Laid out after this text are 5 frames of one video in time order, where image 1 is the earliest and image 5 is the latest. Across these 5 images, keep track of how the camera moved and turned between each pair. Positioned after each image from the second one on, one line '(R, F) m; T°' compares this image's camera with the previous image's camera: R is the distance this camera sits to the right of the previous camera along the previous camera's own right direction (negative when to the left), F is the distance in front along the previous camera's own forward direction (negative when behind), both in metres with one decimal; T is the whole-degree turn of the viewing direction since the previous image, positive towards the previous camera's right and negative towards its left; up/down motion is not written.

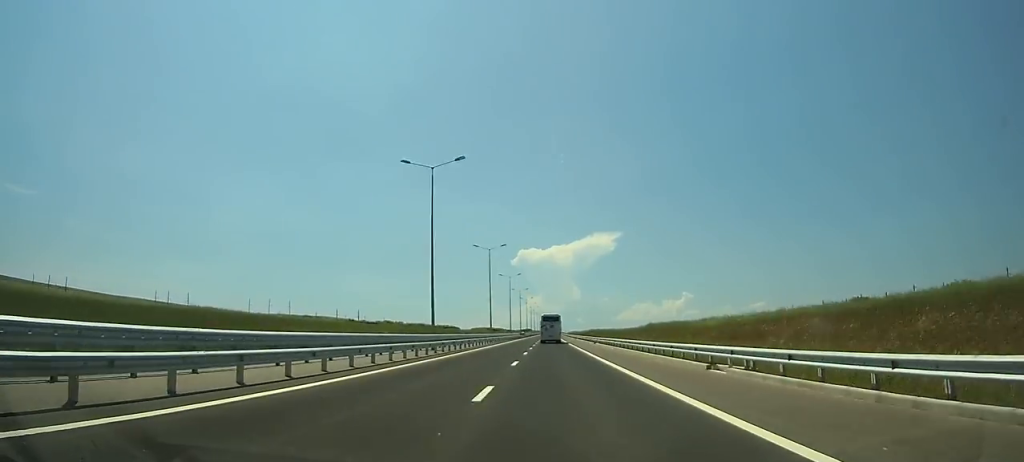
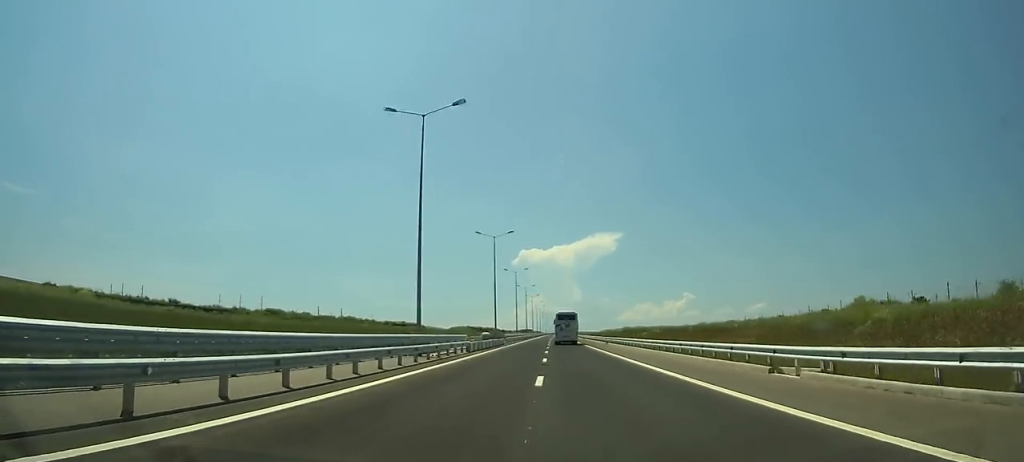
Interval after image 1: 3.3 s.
(0.0, +92.8) m; +1°
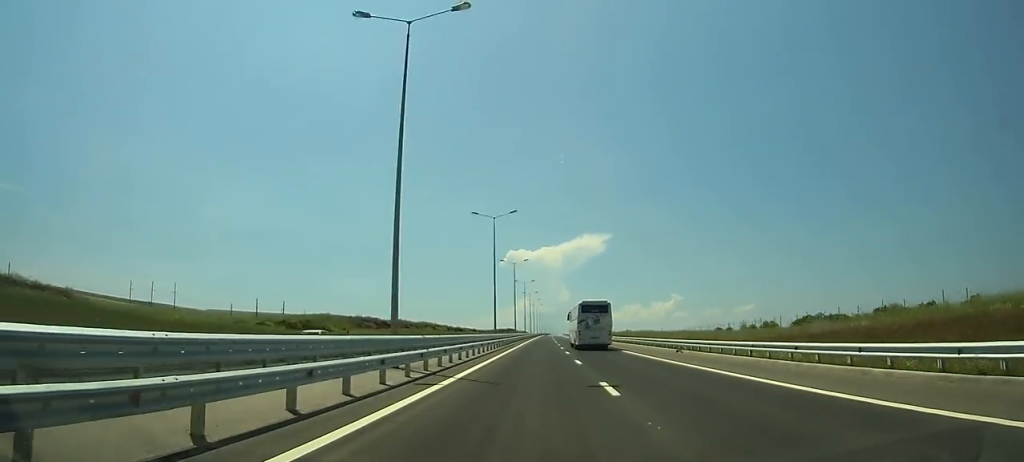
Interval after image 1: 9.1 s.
(+2.1, +170.6) m; +1°
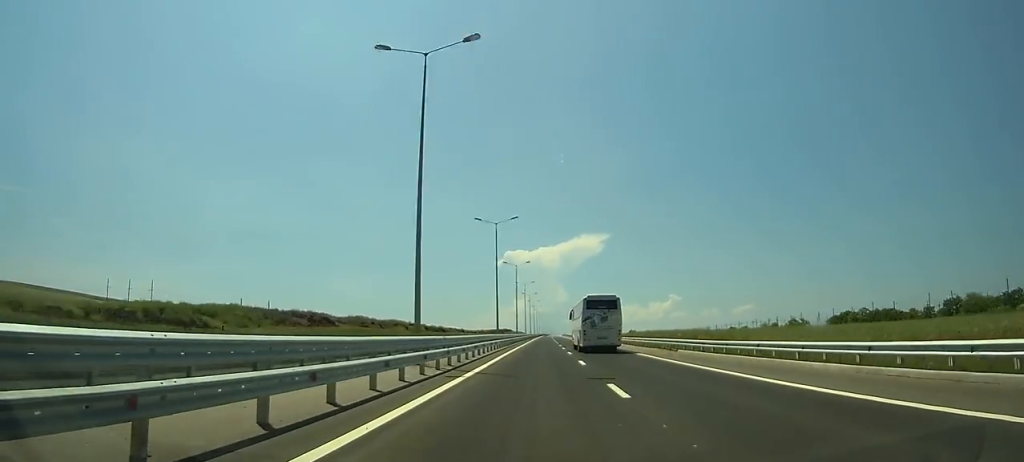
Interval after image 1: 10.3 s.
(0.0, +36.1) m; 0°
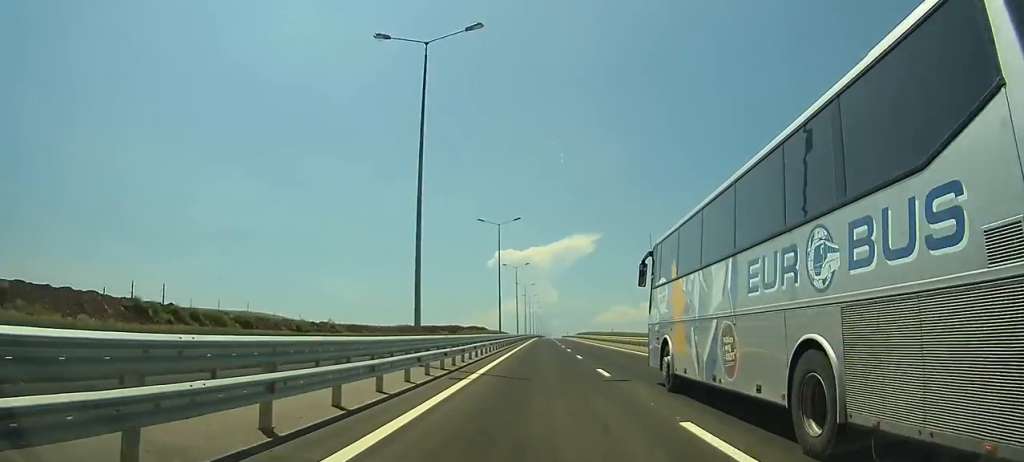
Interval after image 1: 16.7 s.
(0.0, +197.6) m; 0°
